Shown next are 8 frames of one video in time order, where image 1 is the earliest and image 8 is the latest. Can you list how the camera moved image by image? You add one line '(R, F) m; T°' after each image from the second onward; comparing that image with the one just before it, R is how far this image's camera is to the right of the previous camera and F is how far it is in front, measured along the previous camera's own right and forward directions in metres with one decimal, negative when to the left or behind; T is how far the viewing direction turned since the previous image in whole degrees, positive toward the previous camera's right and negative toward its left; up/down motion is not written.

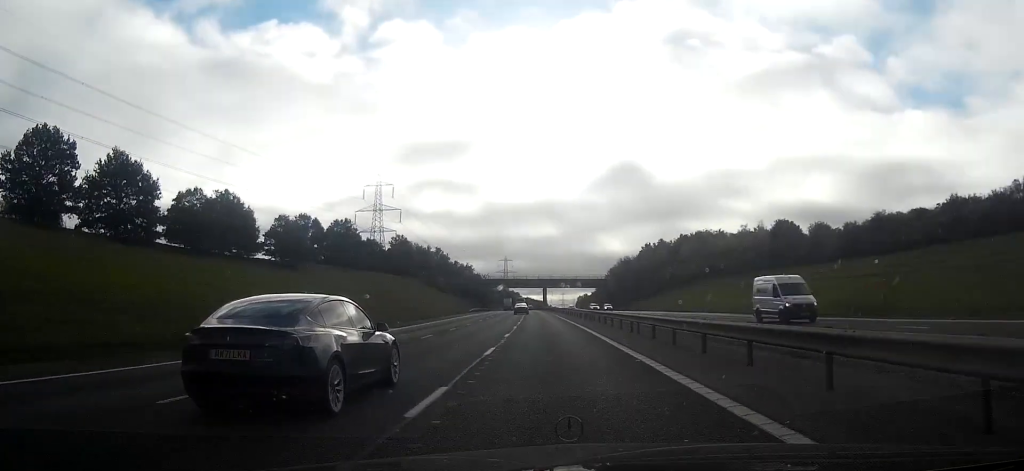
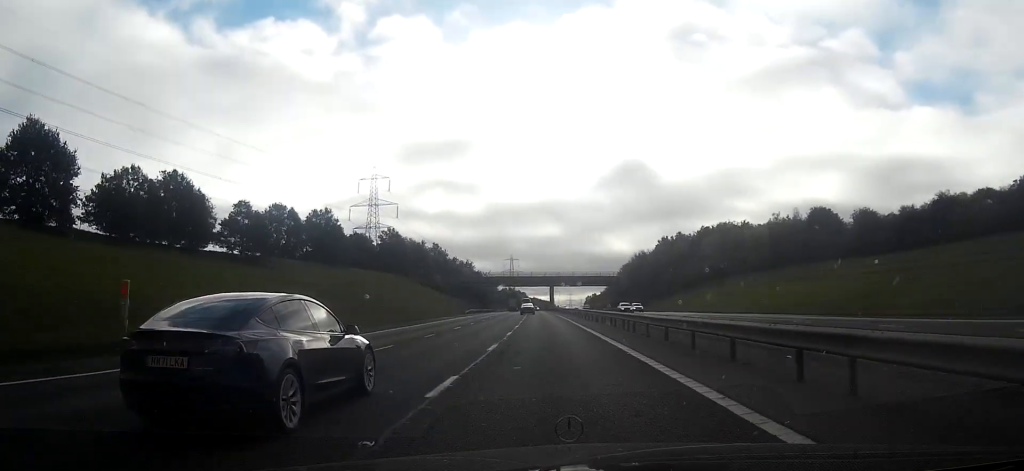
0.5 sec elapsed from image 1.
(-0.1, +16.8) m; -1°
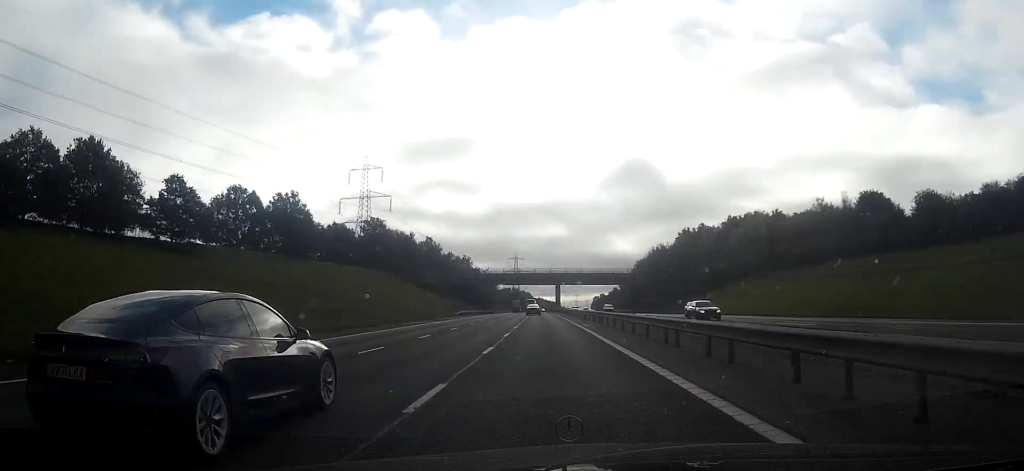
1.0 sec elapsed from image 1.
(-0.1, +19.1) m; 0°
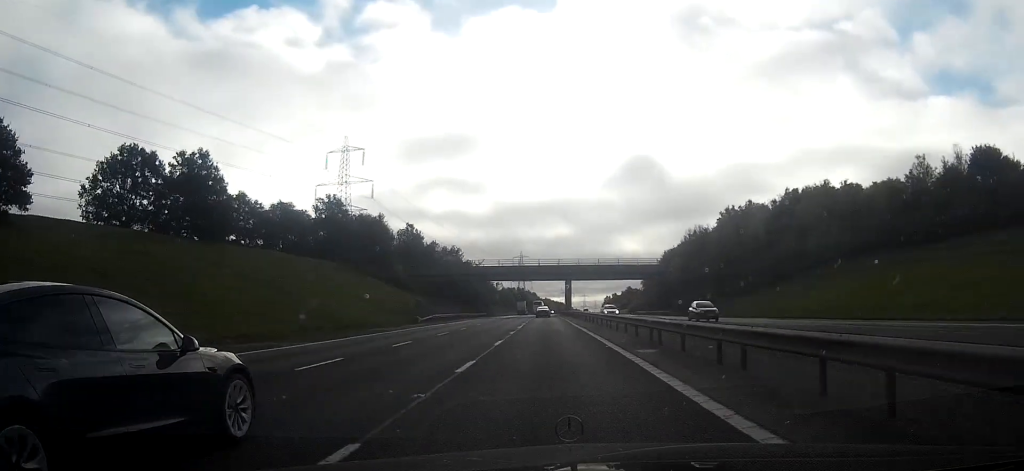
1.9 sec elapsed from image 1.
(-0.2, +31.1) m; -1°
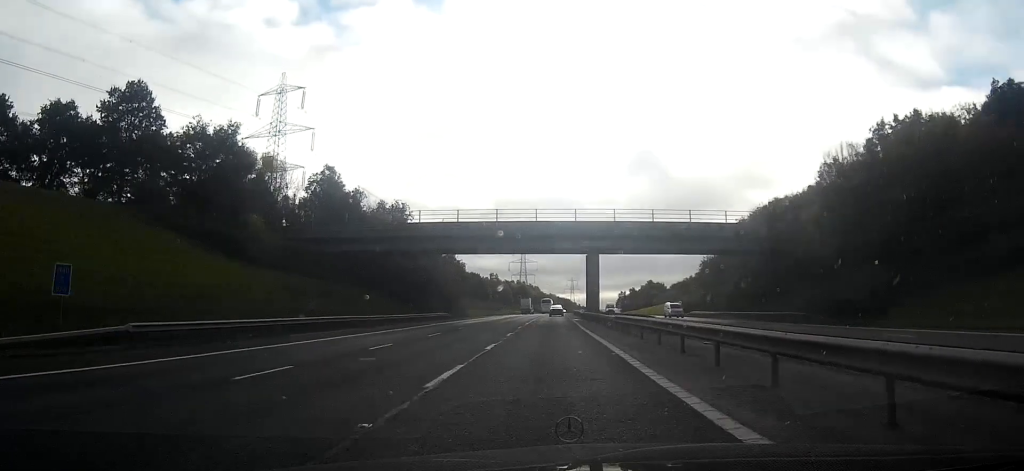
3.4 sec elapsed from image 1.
(-0.4, +55.8) m; -1°
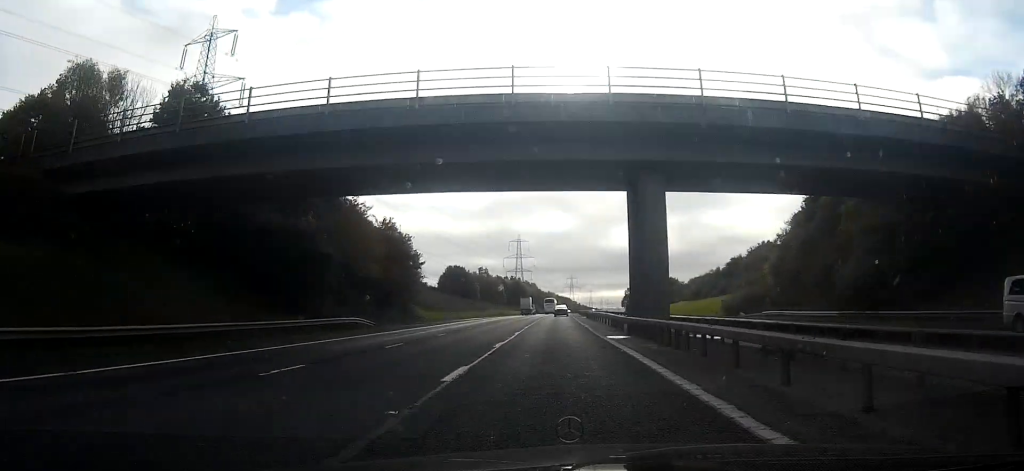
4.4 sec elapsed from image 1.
(-0.2, +35.3) m; 0°
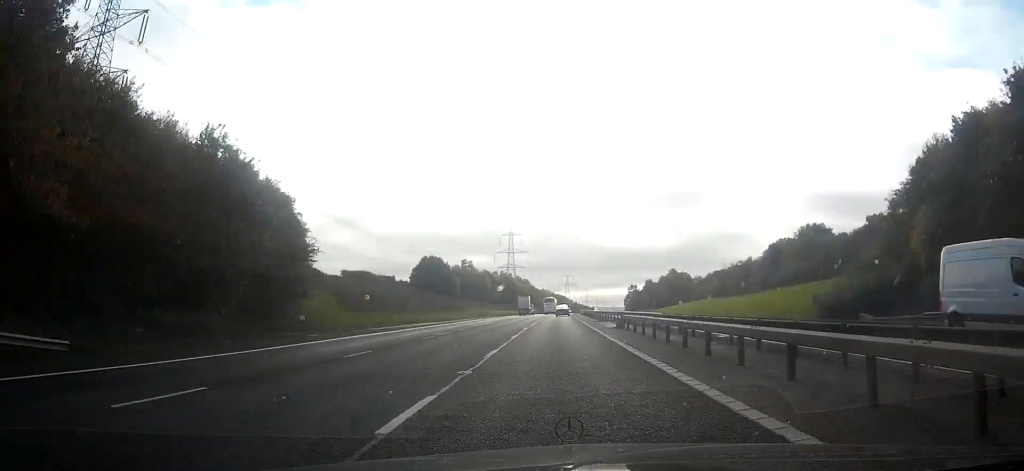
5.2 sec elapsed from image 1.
(+0.3, +30.2) m; 0°
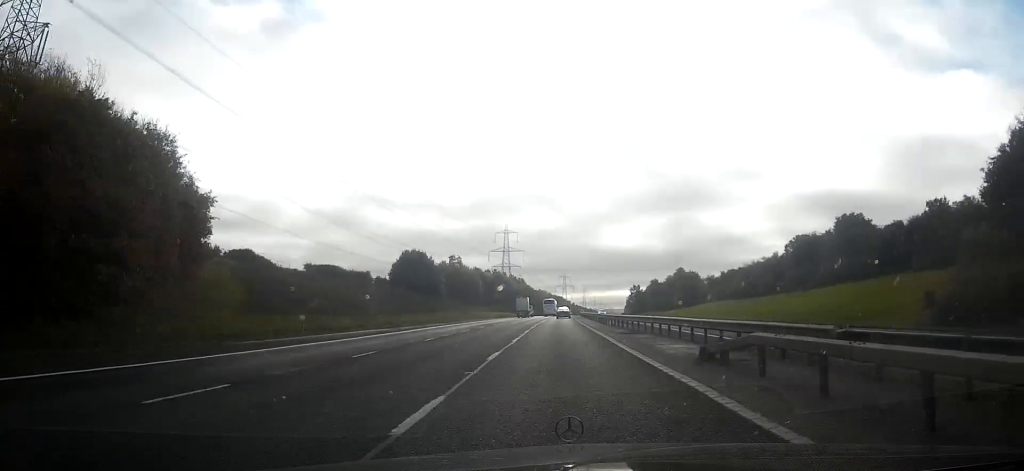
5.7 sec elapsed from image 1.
(0.0, +18.0) m; 0°
